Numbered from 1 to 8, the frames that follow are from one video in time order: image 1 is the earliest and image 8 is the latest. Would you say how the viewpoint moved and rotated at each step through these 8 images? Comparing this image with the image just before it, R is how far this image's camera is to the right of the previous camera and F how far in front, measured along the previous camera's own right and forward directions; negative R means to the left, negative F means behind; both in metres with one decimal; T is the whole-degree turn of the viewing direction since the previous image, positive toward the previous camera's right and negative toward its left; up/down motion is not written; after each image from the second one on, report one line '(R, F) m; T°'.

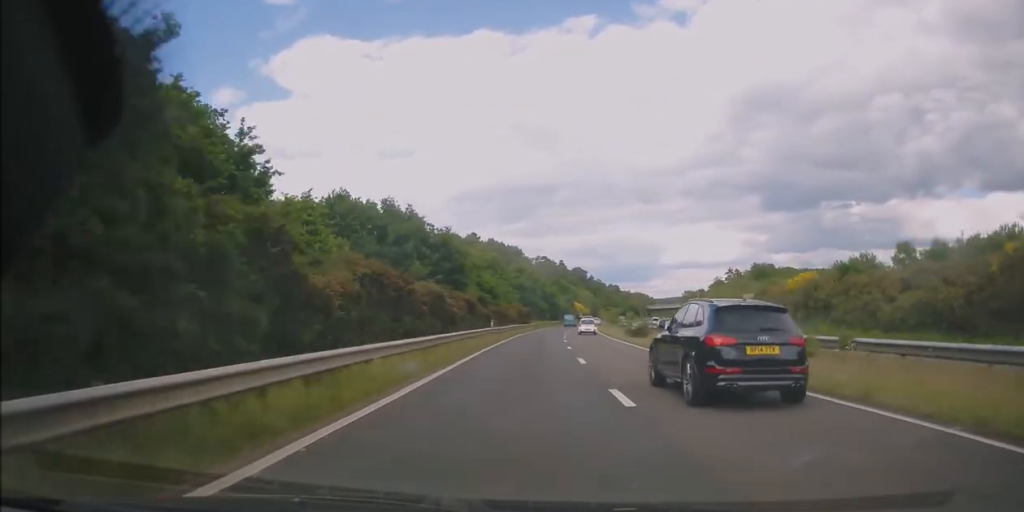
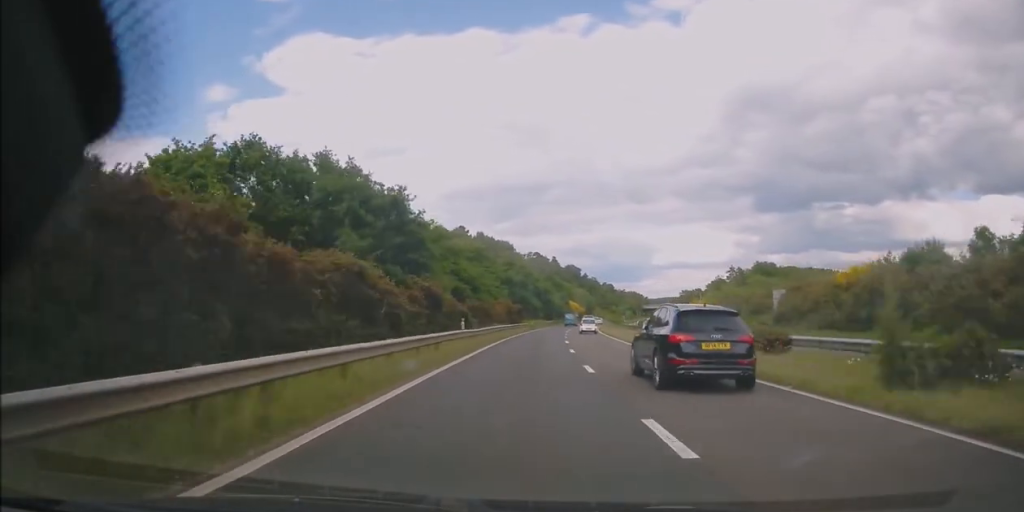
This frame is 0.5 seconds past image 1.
(+0.2, +12.6) m; +1°
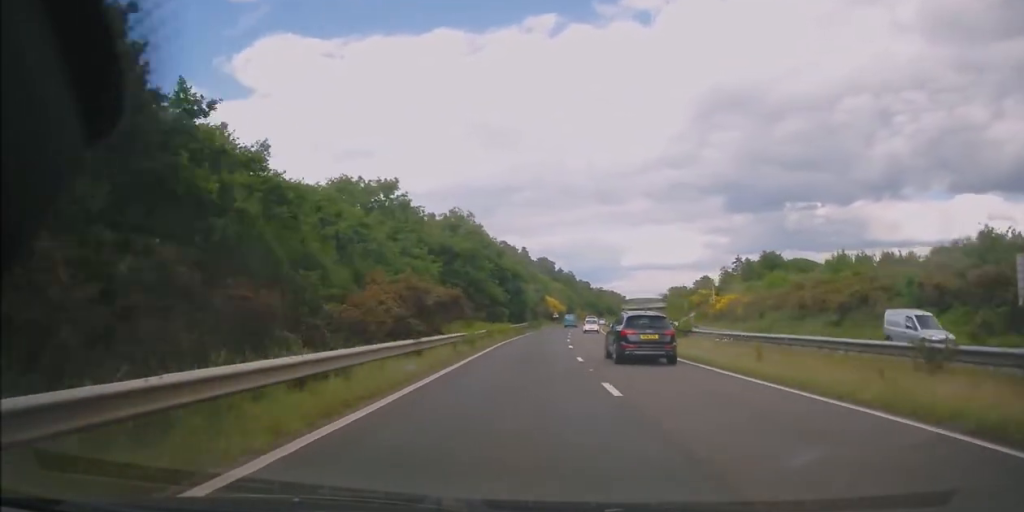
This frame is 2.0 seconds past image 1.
(+0.8, +41.6) m; +2°
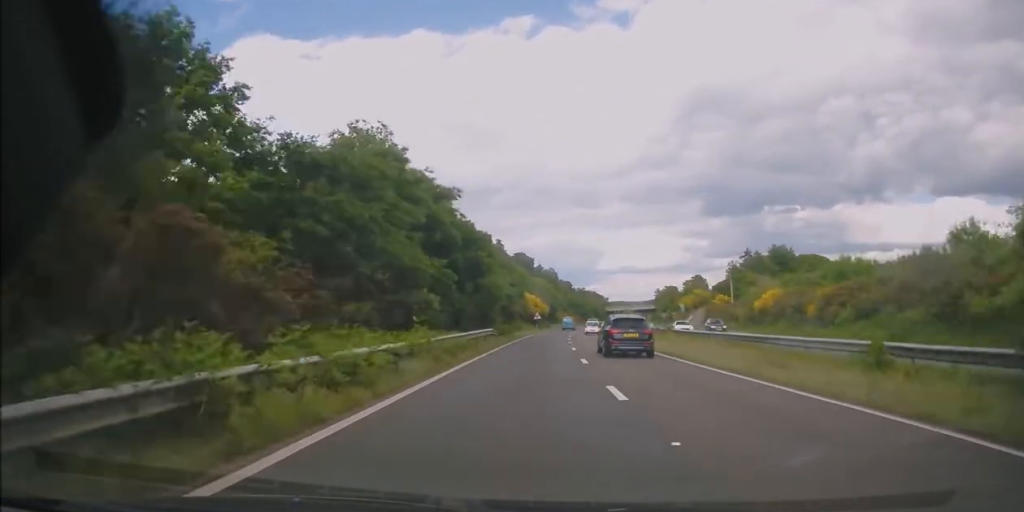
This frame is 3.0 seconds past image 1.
(+0.4, +28.4) m; +2°
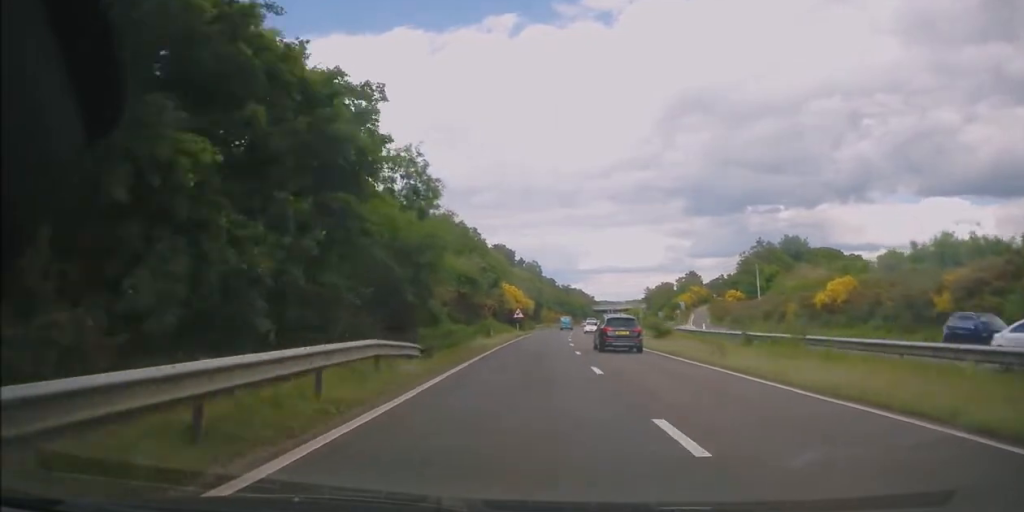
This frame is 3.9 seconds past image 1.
(+0.6, +23.1) m; +2°
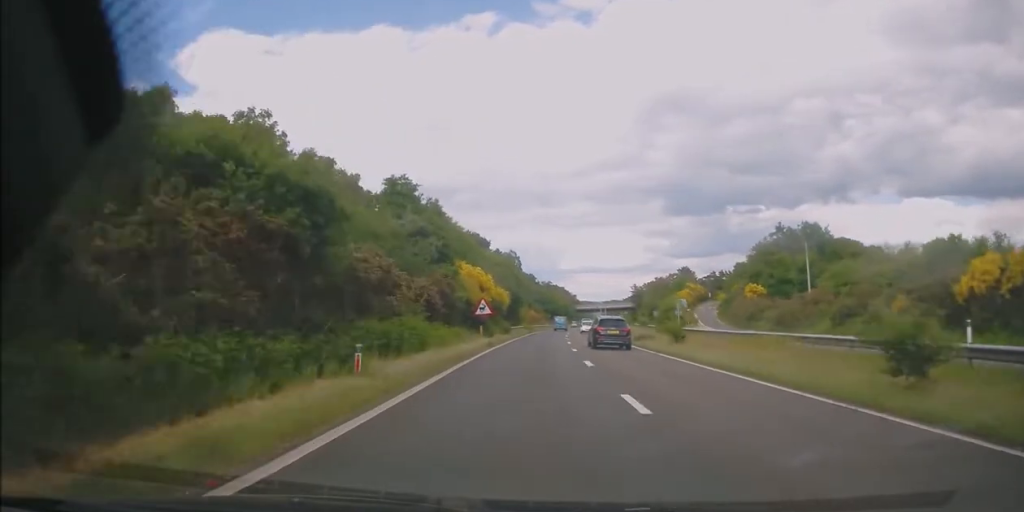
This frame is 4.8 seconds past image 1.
(-0.1, +25.1) m; +2°
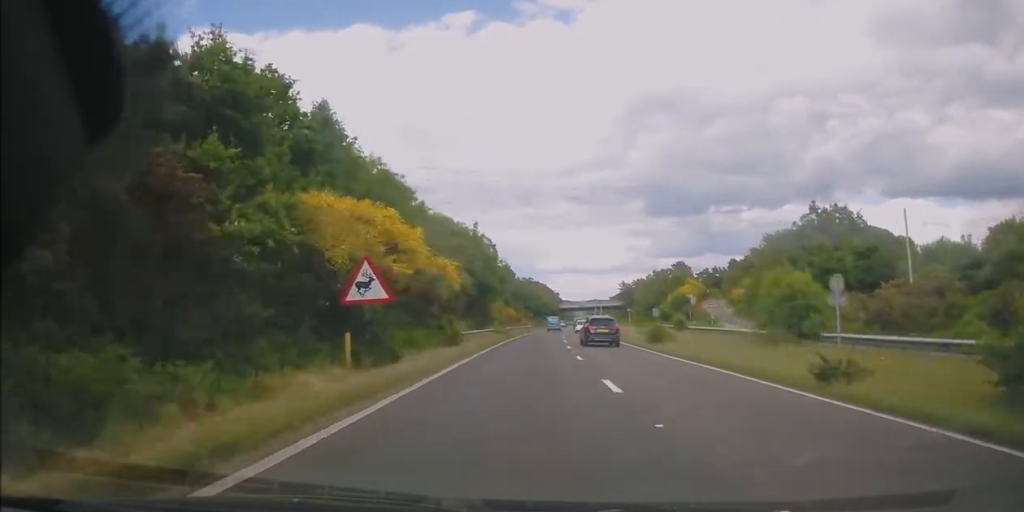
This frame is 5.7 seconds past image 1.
(+0.8, +25.5) m; +2°
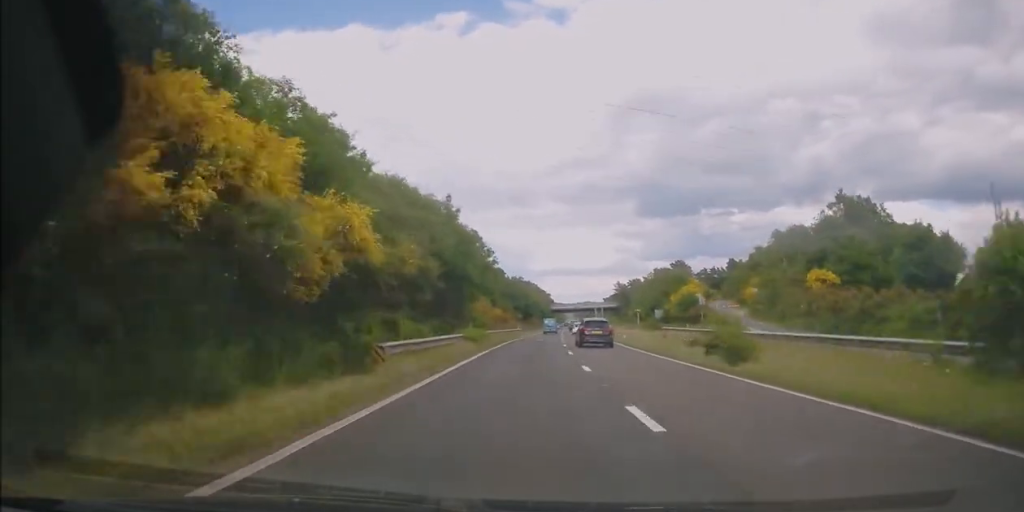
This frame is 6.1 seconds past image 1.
(+0.1, +13.3) m; +1°
